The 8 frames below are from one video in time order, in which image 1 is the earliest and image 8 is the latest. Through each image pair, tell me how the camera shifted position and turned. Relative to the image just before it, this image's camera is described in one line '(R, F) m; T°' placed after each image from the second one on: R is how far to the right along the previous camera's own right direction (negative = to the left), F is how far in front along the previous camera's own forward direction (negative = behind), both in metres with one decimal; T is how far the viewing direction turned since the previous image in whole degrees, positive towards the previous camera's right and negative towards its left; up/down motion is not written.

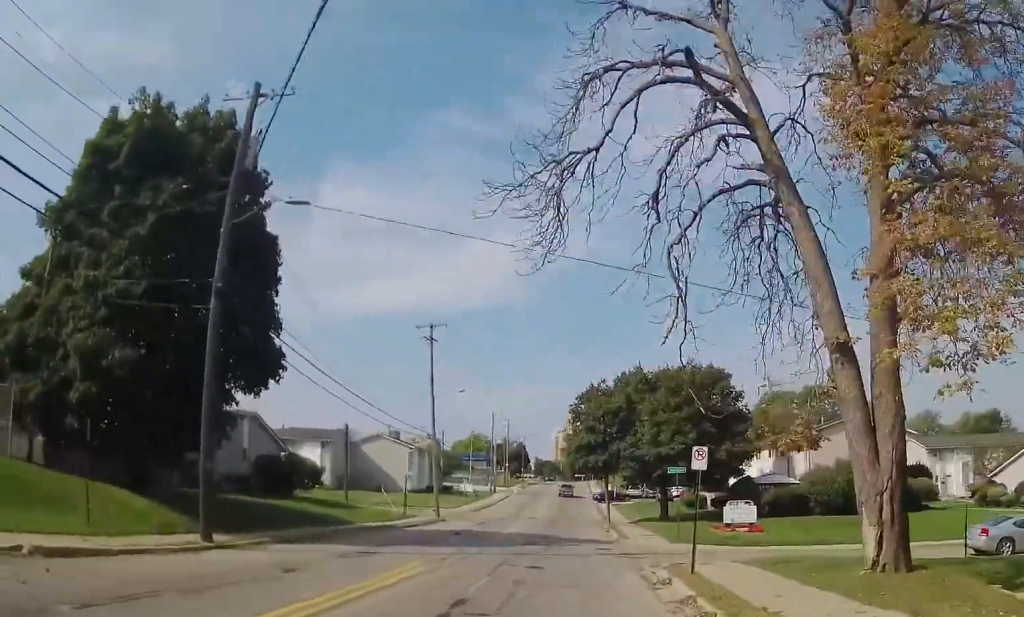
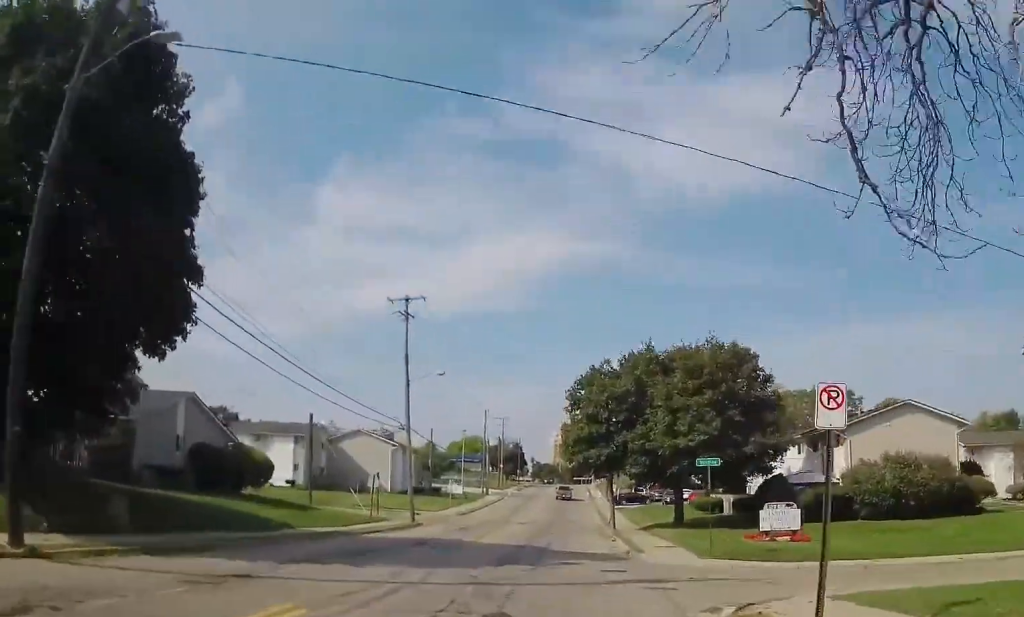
(-0.4, +7.7) m; +2°
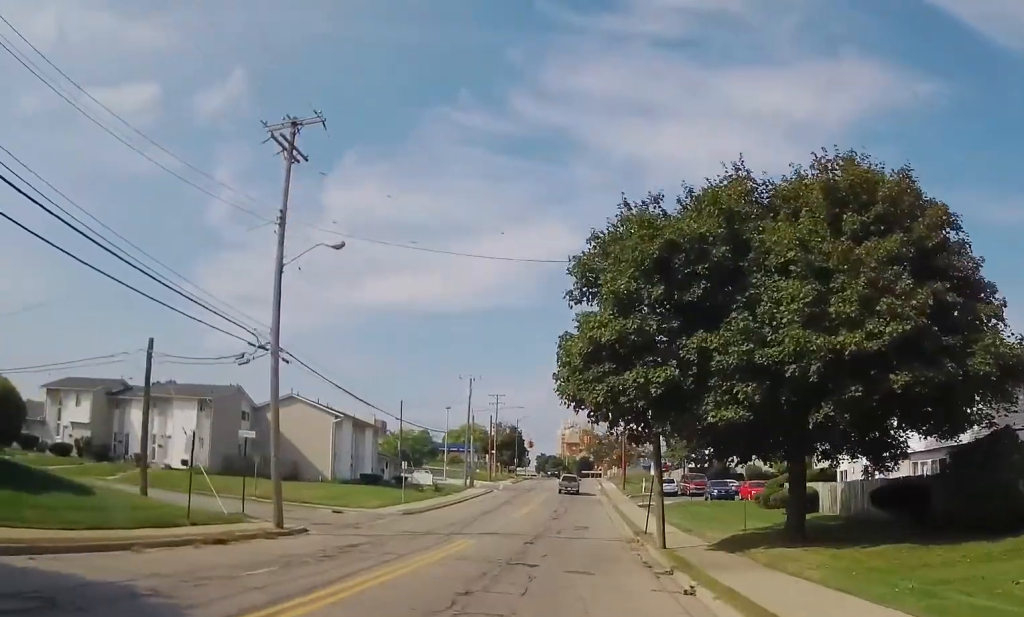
(+0.4, +20.8) m; +1°
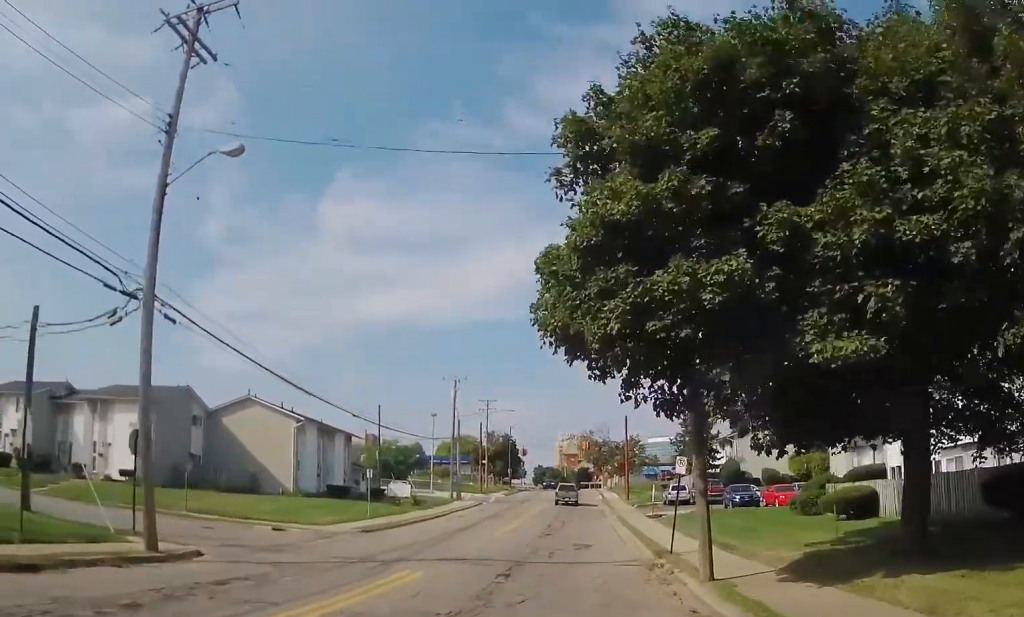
(-0.2, +7.4) m; +1°
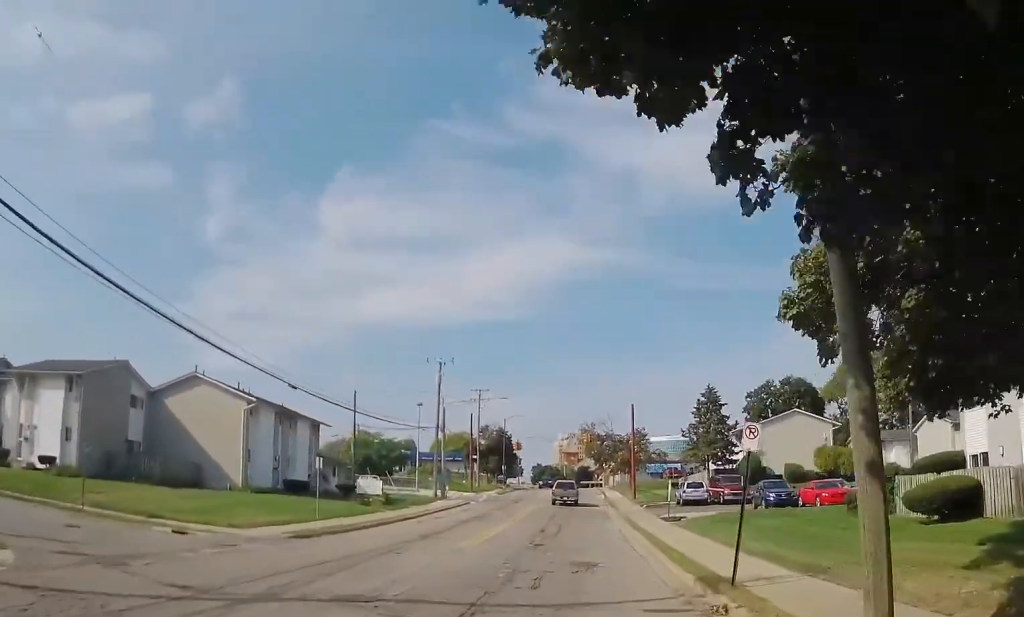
(+0.6, +7.9) m; +2°
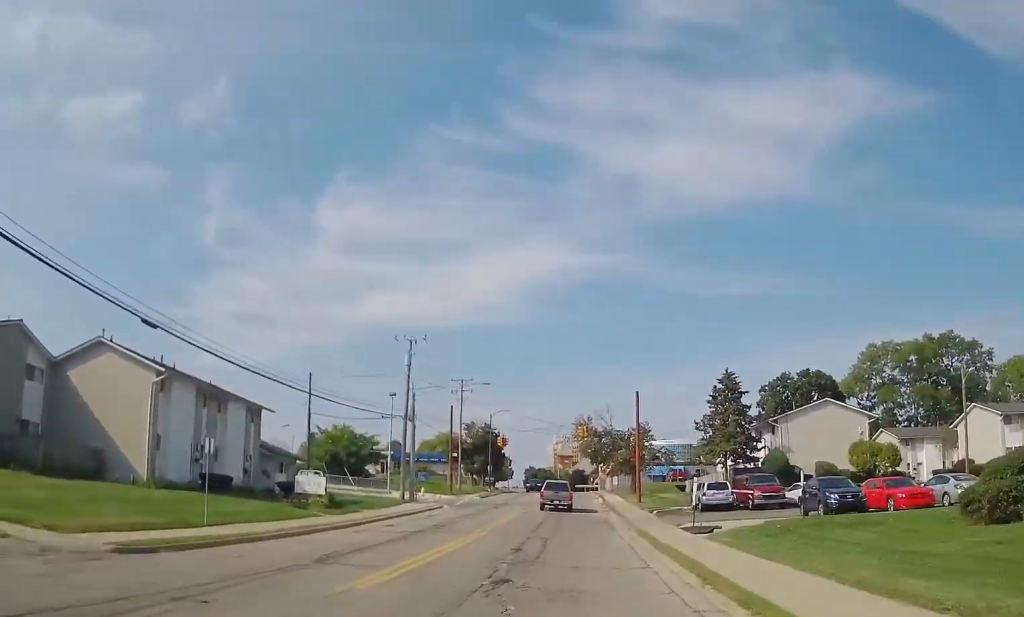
(-0.3, +9.6) m; -2°
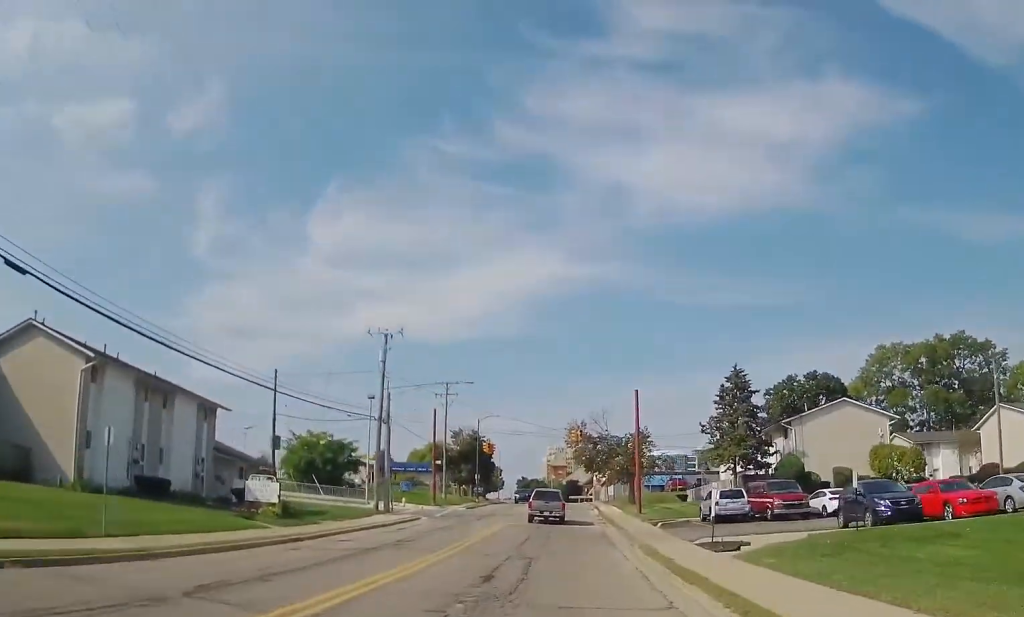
(0.0, +5.1) m; -1°
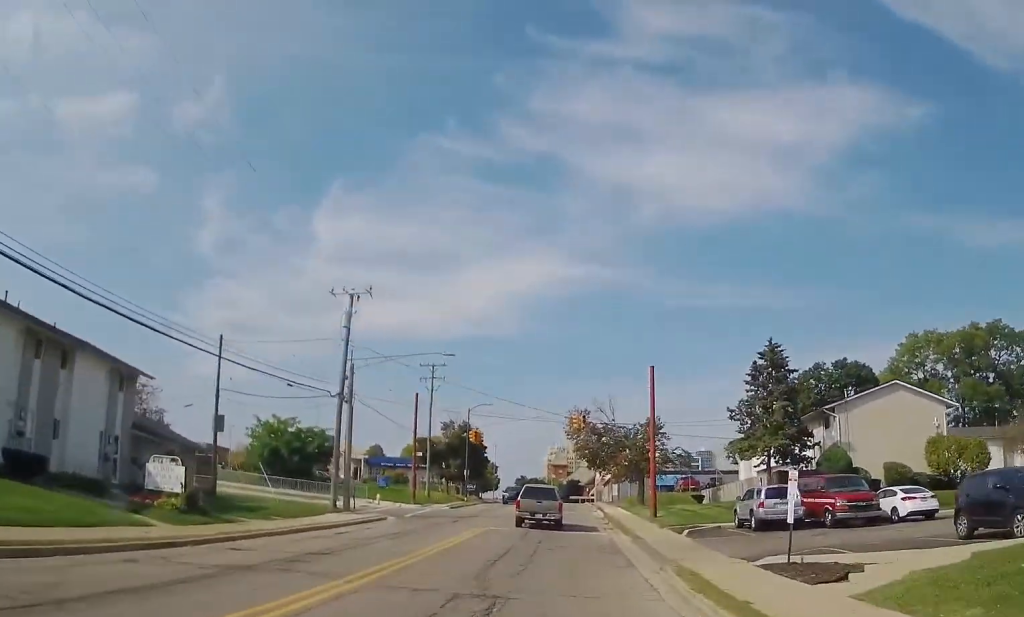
(0.0, +8.1) m; 0°
